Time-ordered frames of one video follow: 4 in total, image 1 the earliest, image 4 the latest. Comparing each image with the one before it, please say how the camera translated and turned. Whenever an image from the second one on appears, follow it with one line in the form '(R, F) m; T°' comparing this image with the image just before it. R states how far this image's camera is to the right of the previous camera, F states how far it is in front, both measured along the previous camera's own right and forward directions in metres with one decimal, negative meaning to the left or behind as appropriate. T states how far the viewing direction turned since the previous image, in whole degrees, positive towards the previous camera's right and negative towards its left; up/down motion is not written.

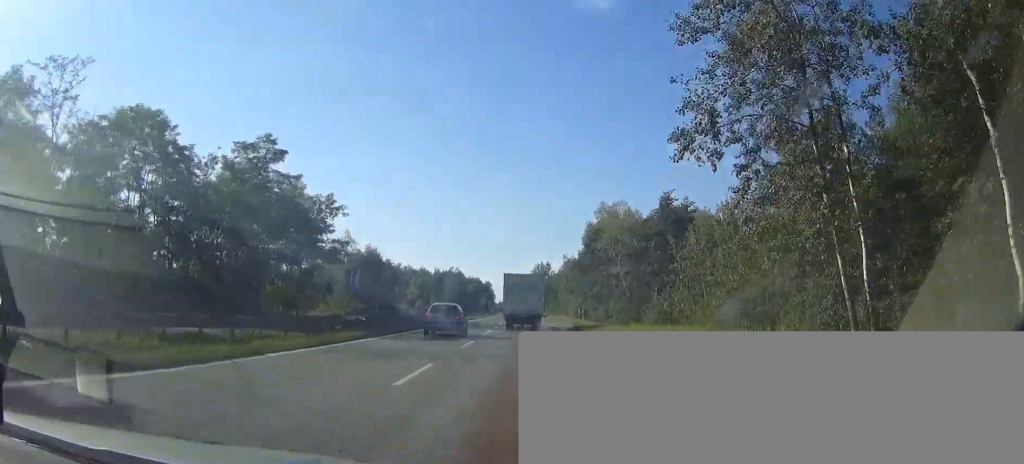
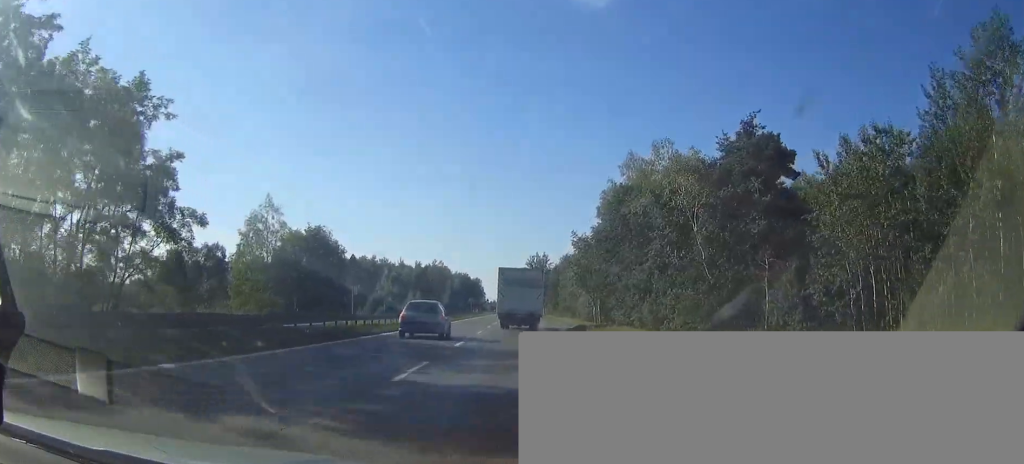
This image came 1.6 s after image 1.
(0.0, +33.0) m; 0°
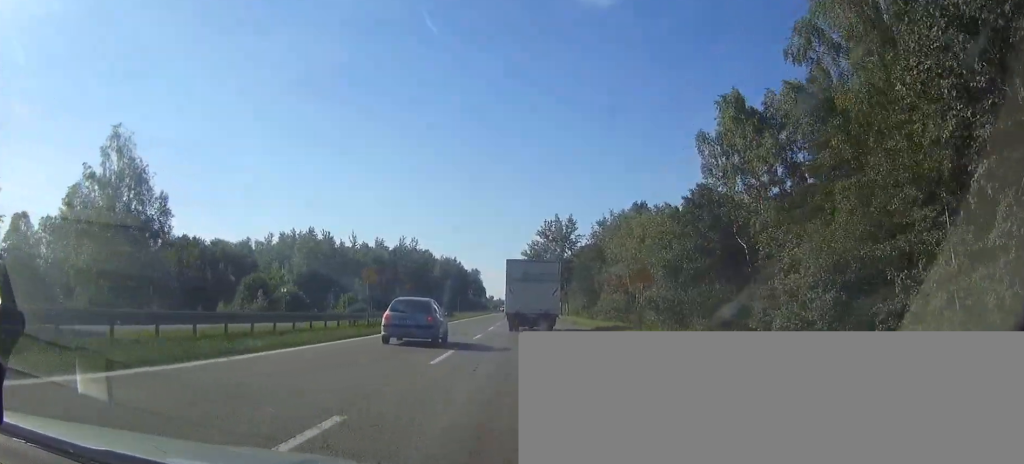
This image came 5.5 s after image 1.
(-0.2, +74.8) m; 0°
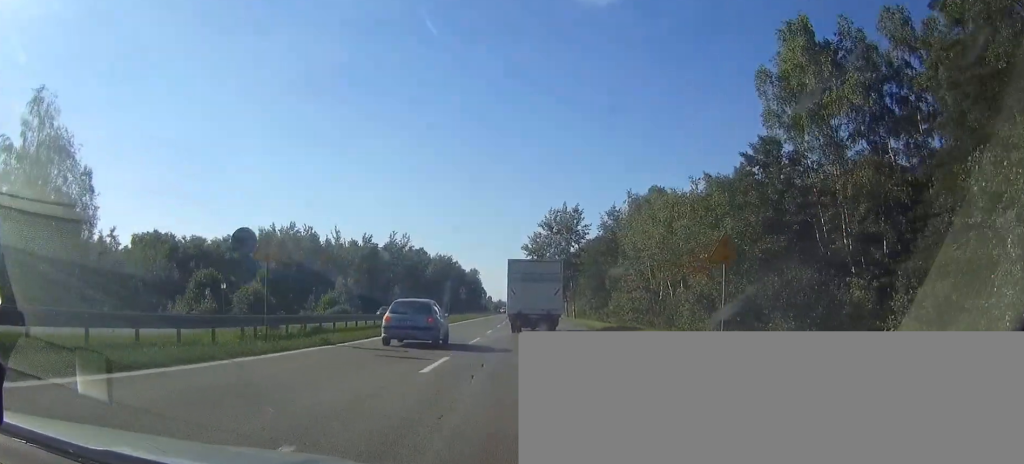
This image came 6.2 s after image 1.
(-0.1, +13.1) m; 0°
